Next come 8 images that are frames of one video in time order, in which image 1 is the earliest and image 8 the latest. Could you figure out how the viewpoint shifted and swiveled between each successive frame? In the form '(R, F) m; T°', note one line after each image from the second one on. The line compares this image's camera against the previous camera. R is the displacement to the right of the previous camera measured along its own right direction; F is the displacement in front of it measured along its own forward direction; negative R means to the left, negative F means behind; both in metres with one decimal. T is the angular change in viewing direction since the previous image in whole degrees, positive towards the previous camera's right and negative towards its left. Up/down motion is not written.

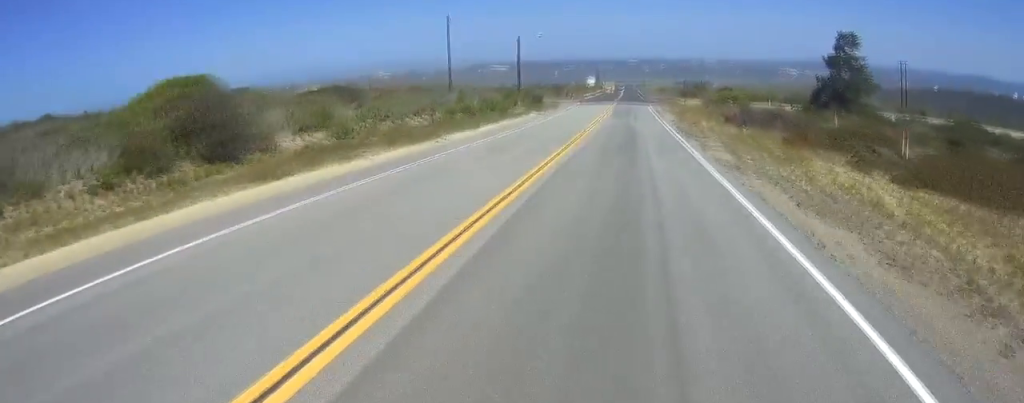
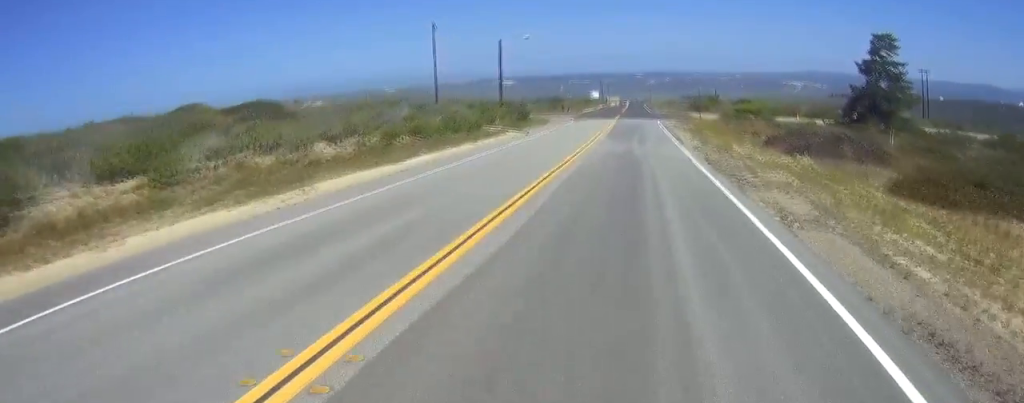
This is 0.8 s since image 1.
(-0.1, +12.0) m; 0°
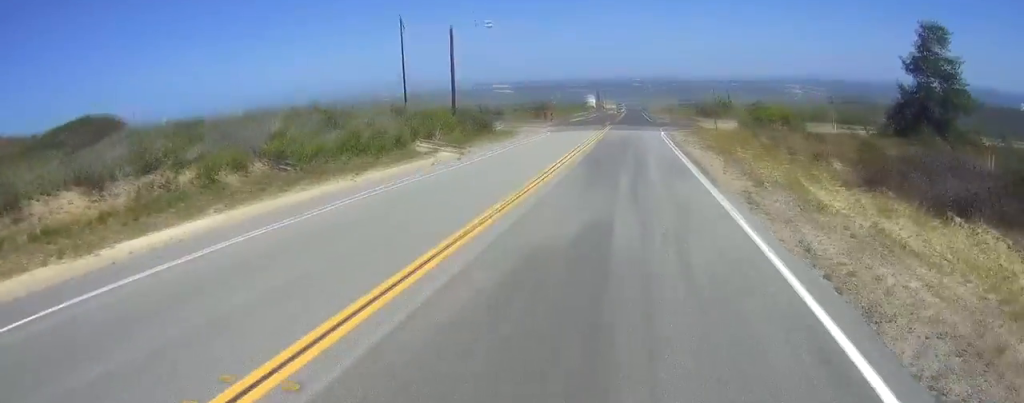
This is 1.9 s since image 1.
(0.0, +14.9) m; 0°
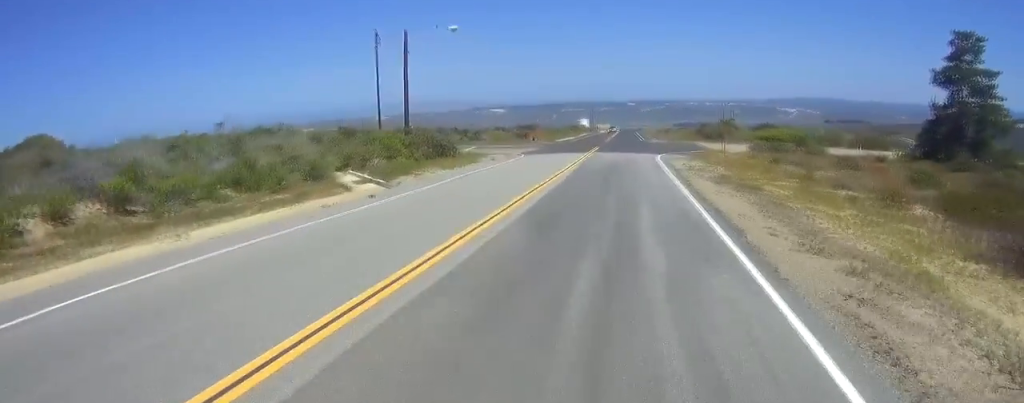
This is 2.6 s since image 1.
(0.0, +8.3) m; 0°
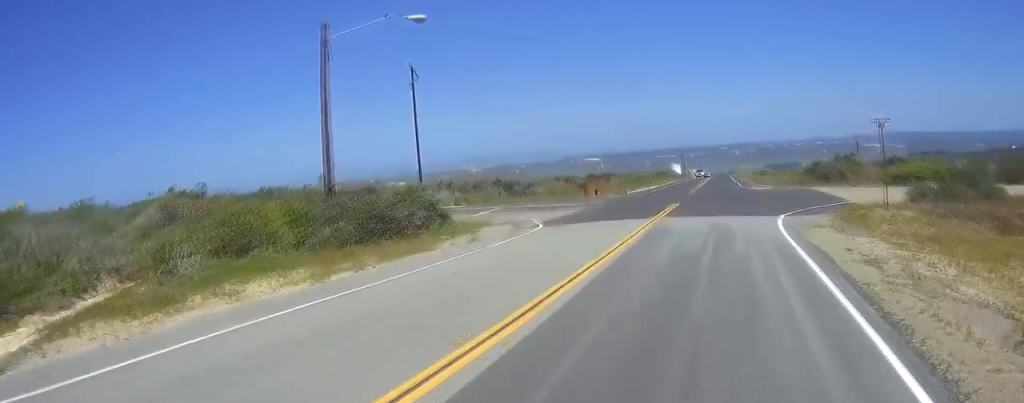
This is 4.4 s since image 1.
(-0.2, +17.9) m; 0°
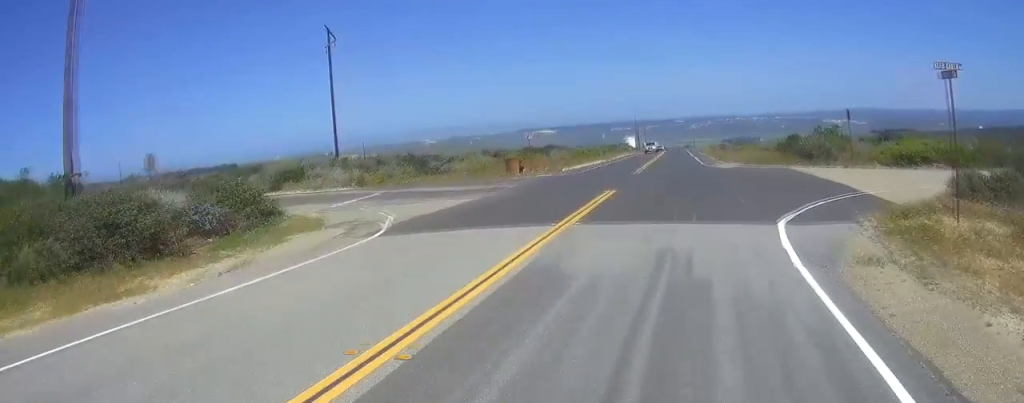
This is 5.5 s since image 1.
(+0.3, +9.4) m; +4°
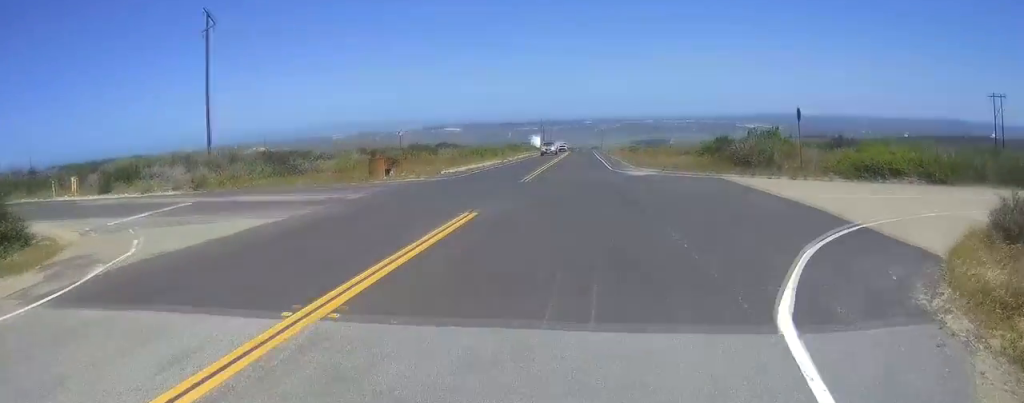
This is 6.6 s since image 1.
(+0.2, +7.2) m; +3°
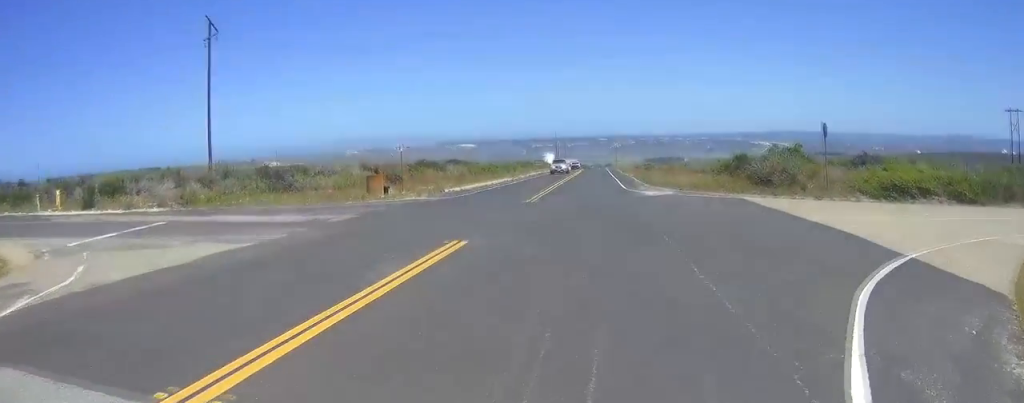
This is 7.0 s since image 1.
(0.0, +2.2) m; +1°
